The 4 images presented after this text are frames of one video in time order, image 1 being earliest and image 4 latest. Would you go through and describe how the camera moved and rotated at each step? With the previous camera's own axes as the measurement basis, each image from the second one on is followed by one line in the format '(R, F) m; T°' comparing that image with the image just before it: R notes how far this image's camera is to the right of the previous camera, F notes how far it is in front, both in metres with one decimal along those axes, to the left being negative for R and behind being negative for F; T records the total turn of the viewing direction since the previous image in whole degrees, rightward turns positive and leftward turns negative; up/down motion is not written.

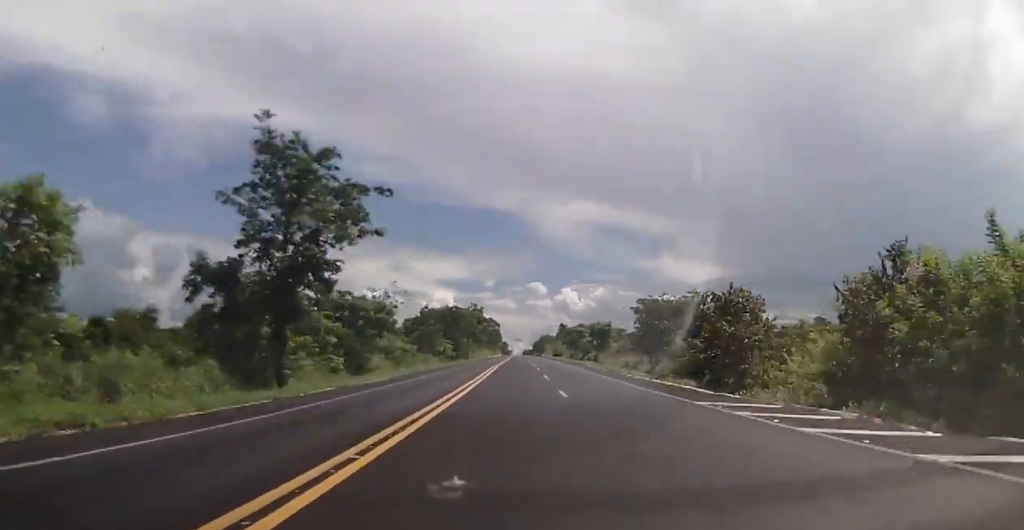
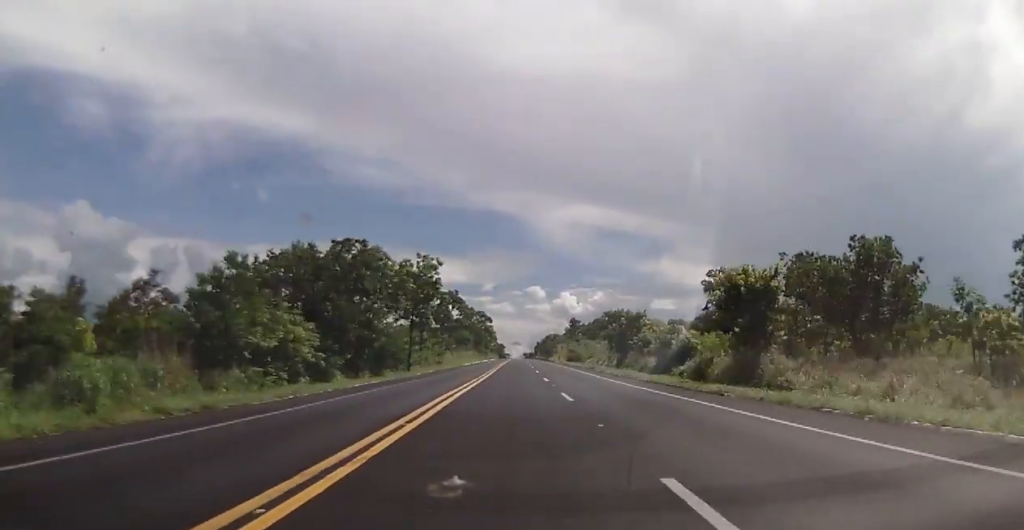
(-0.6, +66.7) m; 0°
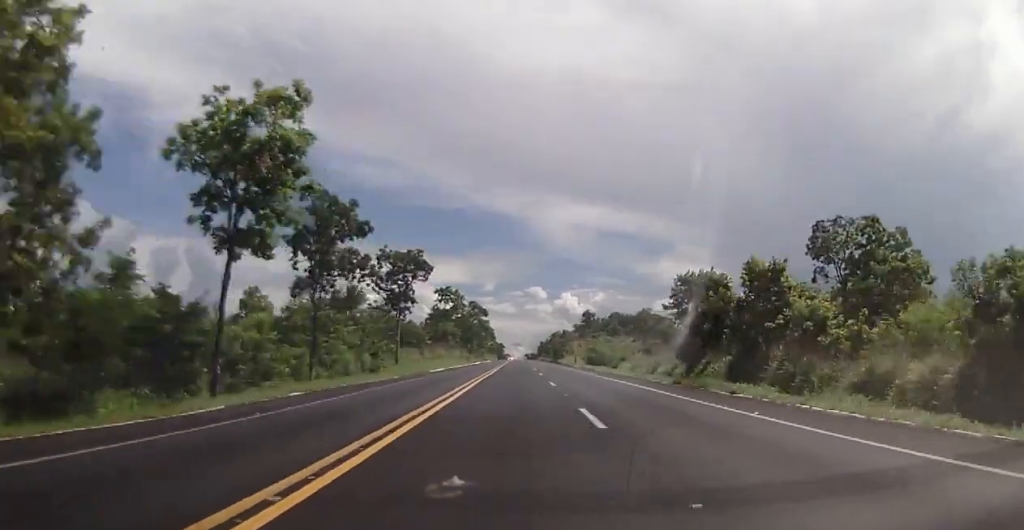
(+0.2, +40.1) m; 0°
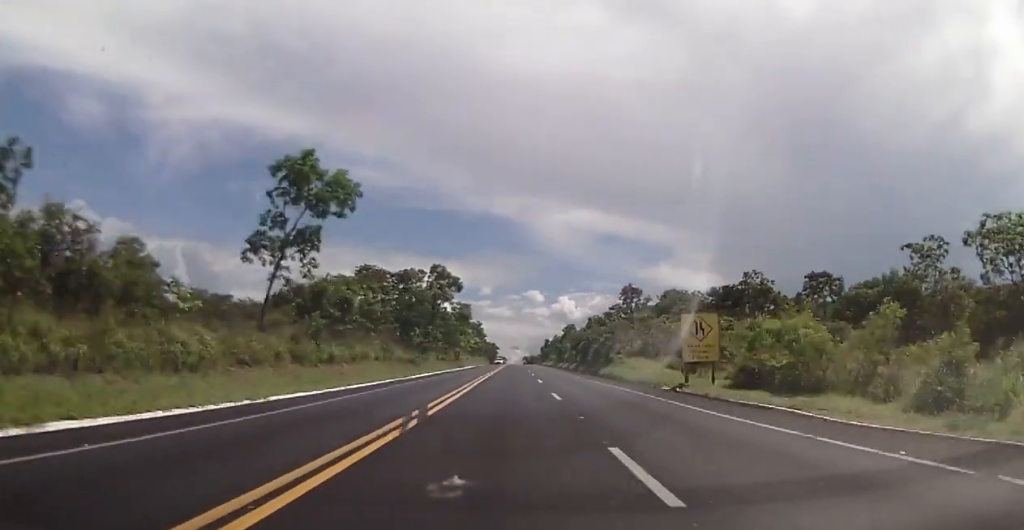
(-0.1, +72.7) m; 0°
